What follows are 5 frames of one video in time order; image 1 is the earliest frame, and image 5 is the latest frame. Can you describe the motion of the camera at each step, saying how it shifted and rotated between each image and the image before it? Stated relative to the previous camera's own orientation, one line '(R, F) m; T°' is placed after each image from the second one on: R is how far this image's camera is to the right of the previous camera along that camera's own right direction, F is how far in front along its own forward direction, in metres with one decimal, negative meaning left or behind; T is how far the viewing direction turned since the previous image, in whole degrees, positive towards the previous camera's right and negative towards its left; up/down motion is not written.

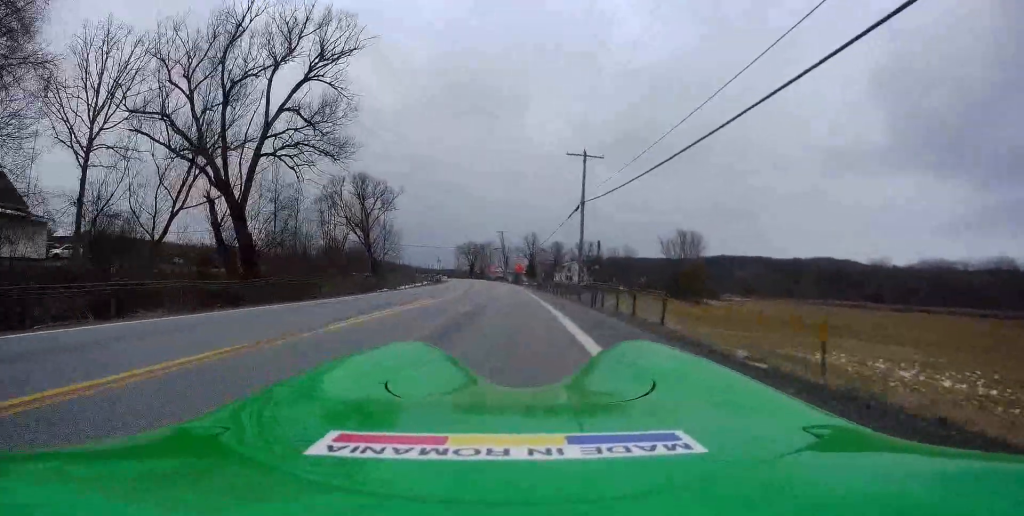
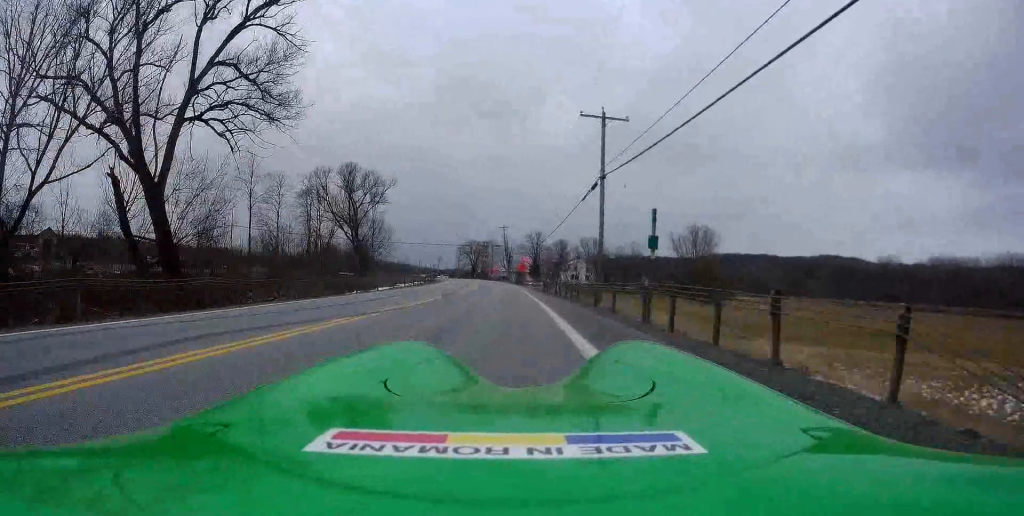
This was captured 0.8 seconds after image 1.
(+0.3, +8.3) m; 0°
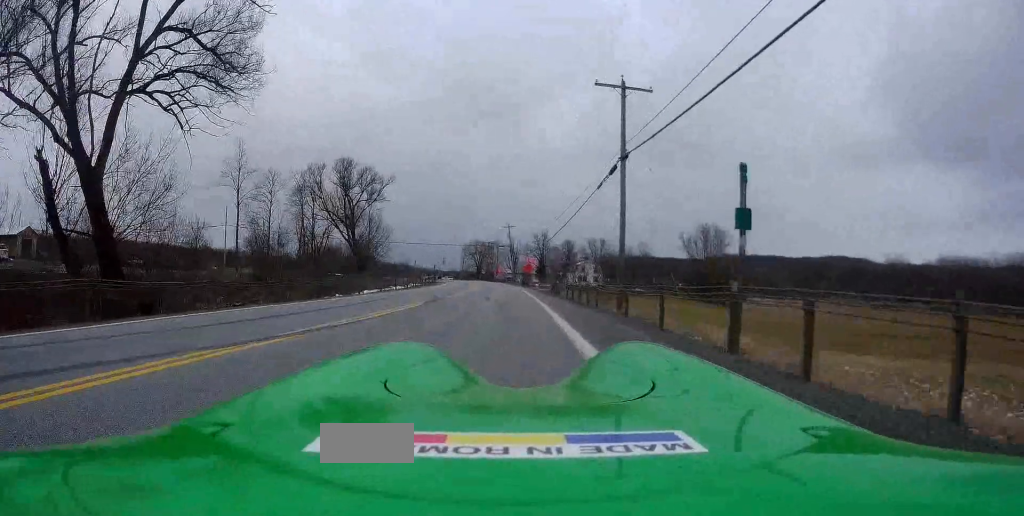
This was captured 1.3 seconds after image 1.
(-0.2, +4.6) m; -2°
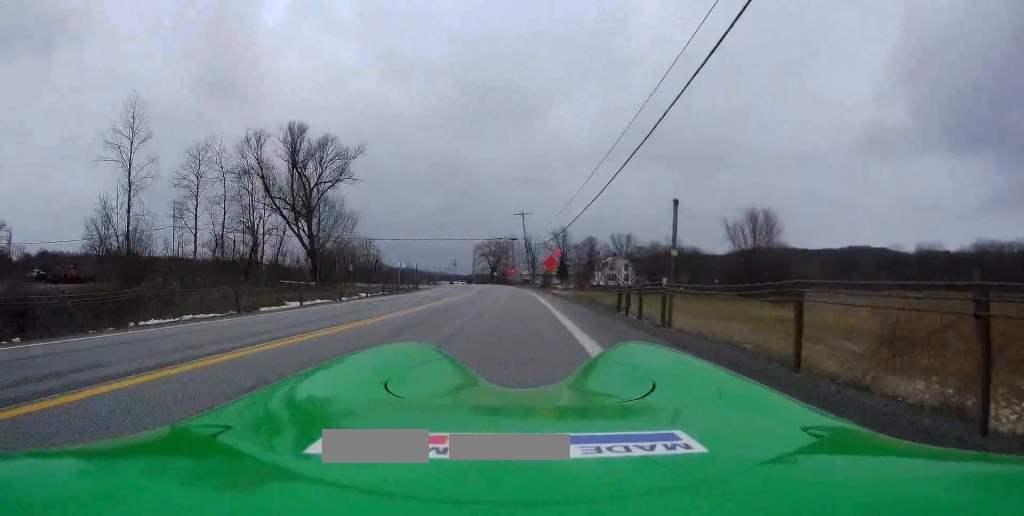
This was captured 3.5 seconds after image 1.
(-0.1, +22.5) m; -1°
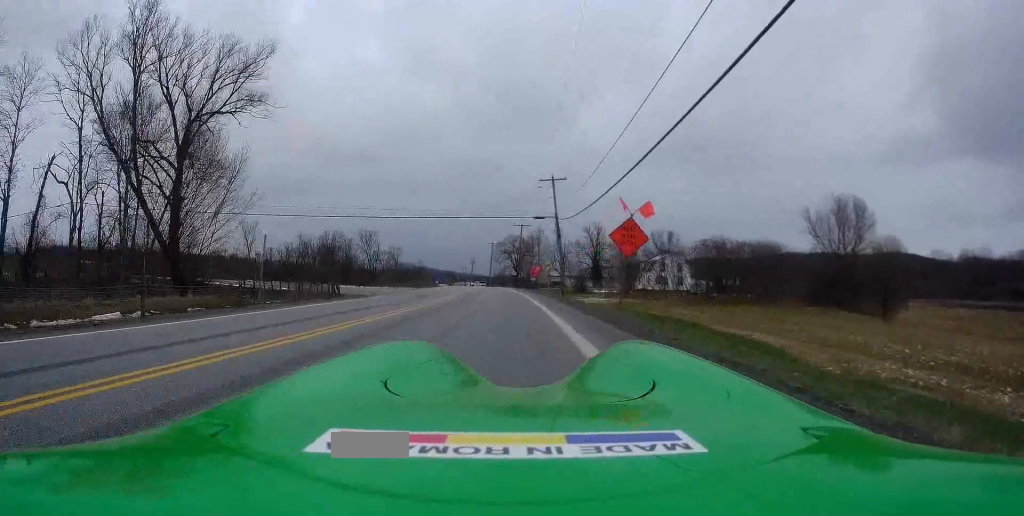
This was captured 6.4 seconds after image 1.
(-1.2, +28.9) m; -2°
